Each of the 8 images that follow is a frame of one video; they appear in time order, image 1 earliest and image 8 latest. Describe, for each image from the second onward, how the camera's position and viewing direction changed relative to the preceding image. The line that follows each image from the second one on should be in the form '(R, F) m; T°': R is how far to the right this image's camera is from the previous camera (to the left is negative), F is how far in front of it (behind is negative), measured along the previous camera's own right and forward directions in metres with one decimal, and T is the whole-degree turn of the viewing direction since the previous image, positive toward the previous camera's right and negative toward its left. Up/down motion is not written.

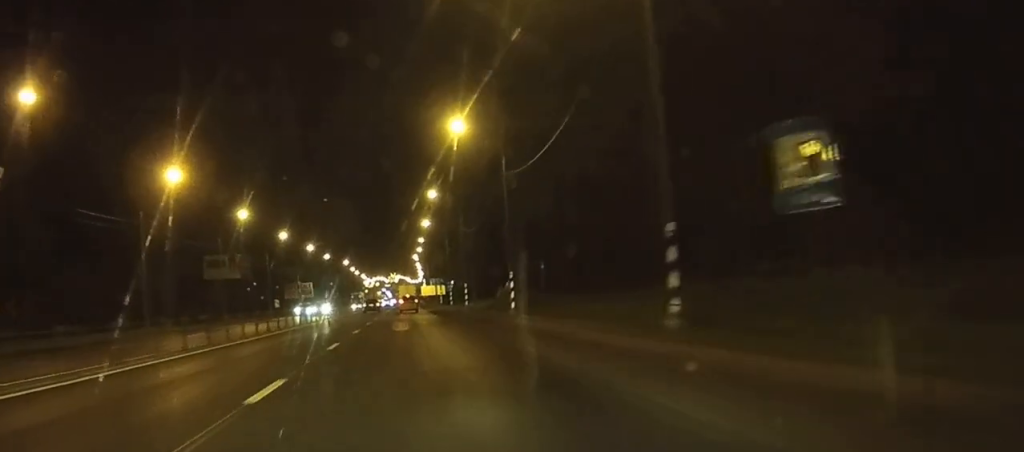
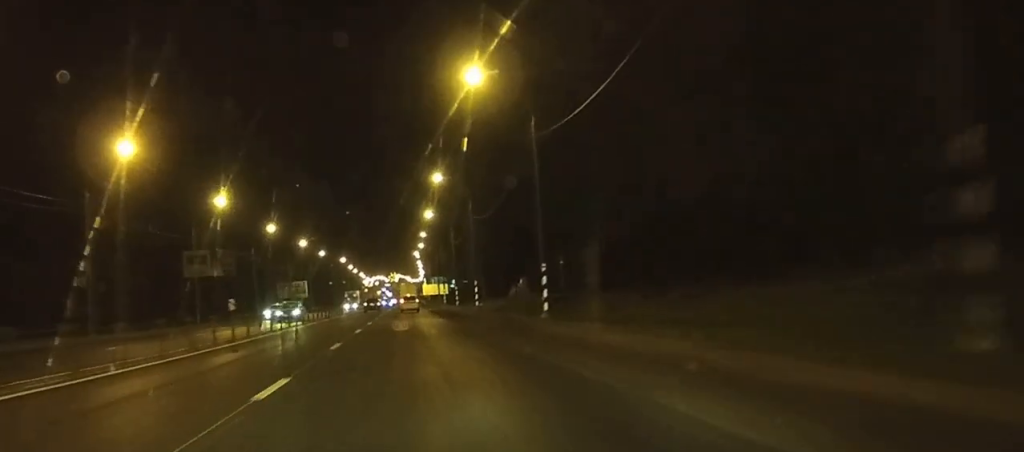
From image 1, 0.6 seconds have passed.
(0.0, +11.2) m; 0°
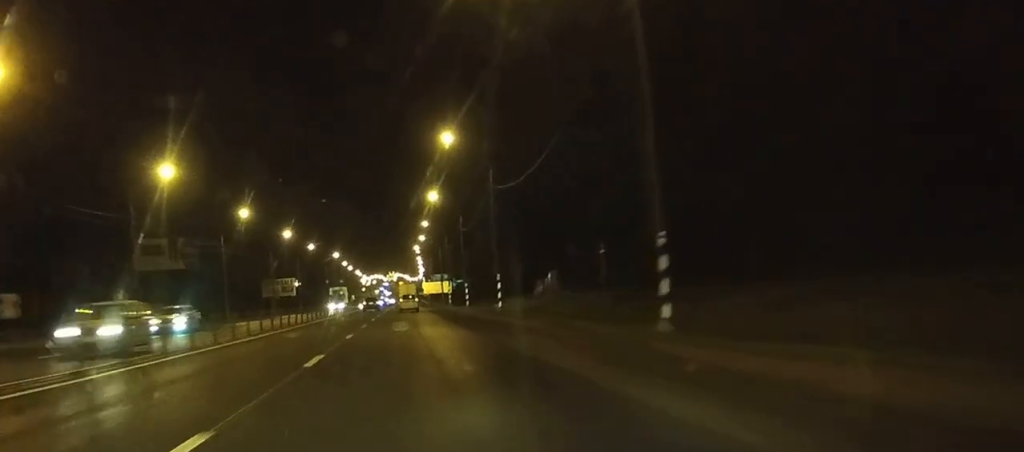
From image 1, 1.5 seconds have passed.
(0.0, +17.7) m; 0°
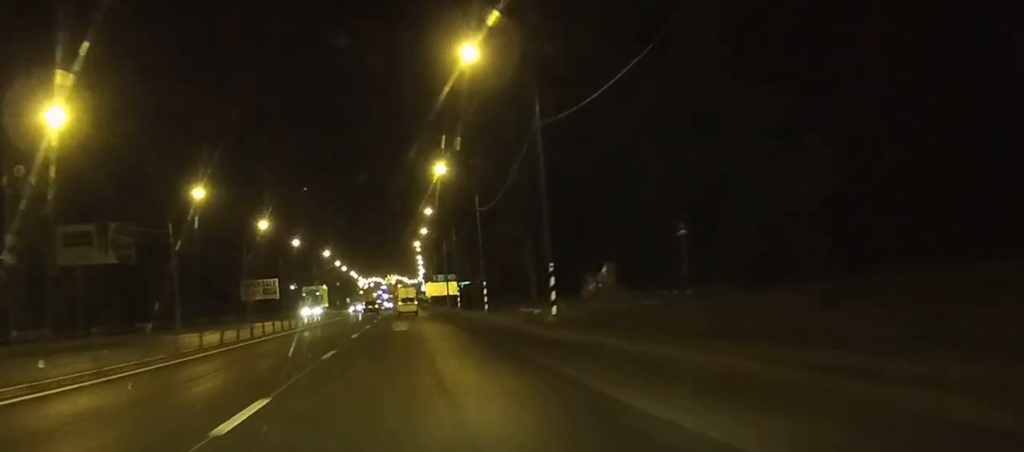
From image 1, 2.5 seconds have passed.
(0.0, +19.7) m; 0°
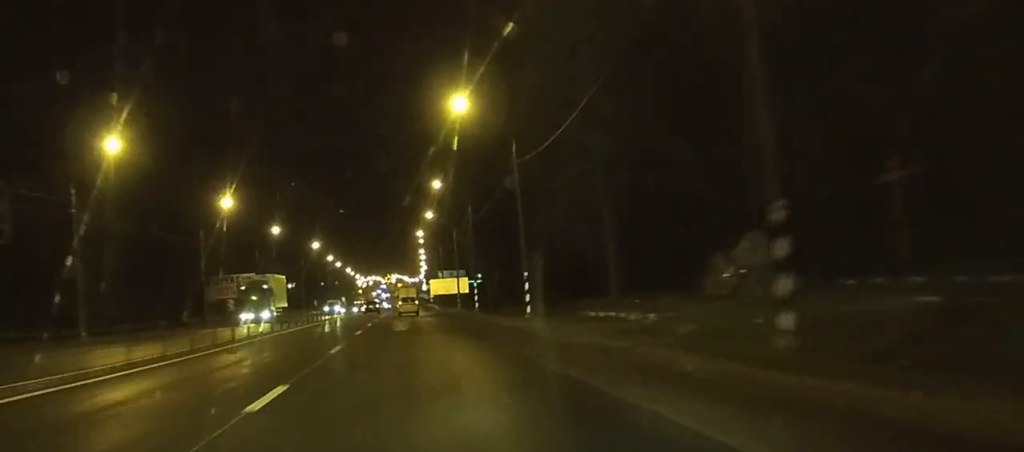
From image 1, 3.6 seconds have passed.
(0.0, +21.6) m; 0°
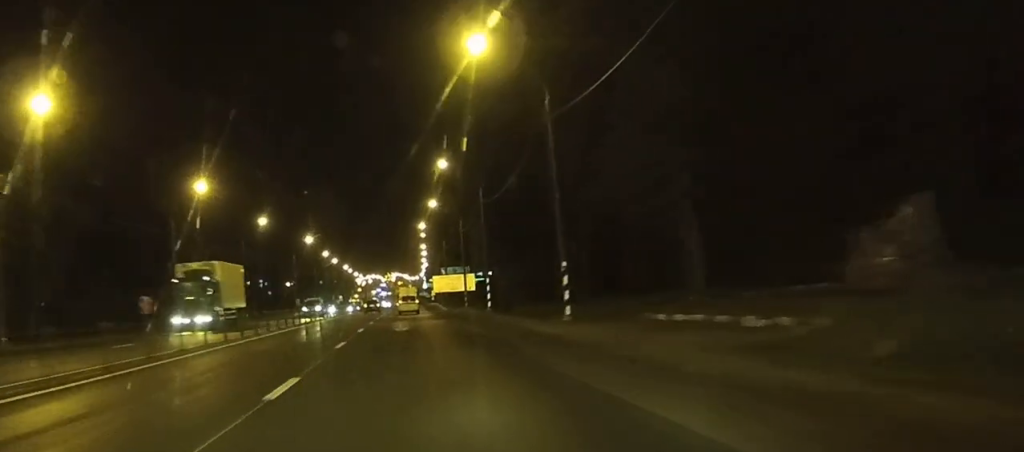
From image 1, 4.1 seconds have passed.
(0.0, +10.5) m; 0°
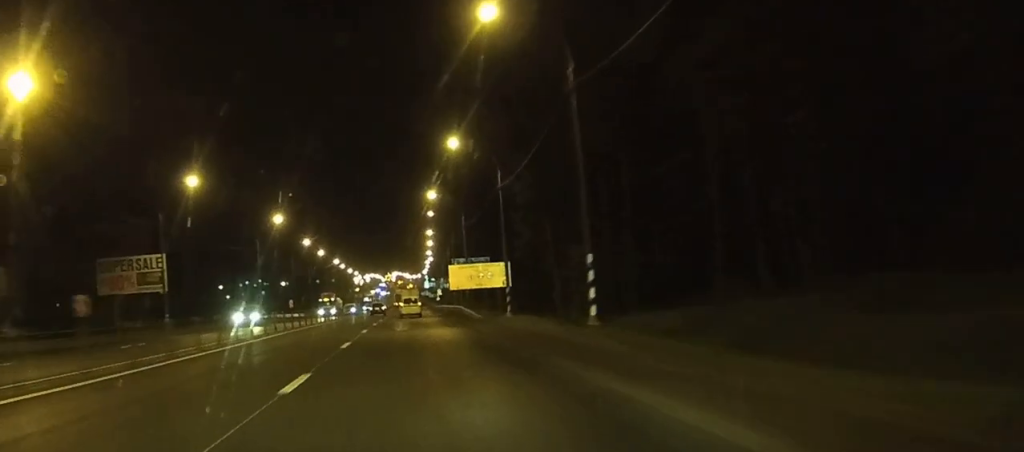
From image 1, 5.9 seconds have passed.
(-0.1, +34.5) m; 0°
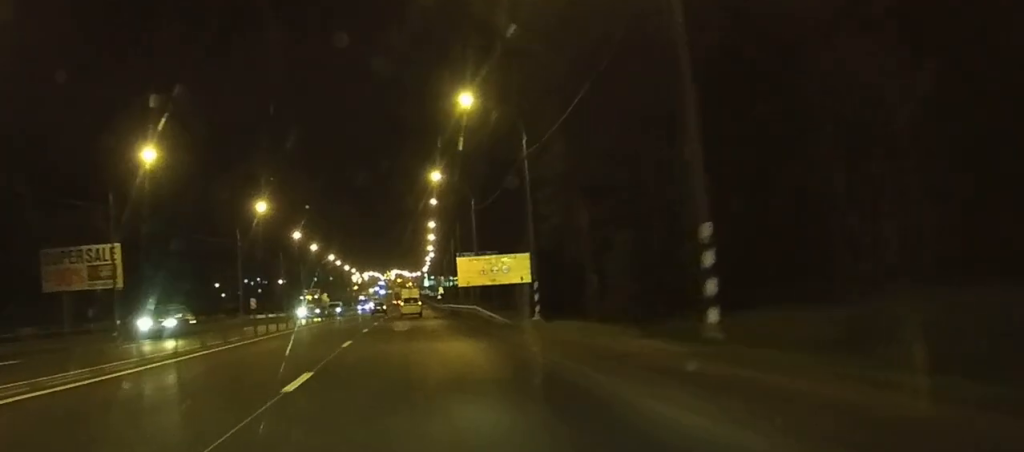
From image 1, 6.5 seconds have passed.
(0.0, +11.6) m; 0°
